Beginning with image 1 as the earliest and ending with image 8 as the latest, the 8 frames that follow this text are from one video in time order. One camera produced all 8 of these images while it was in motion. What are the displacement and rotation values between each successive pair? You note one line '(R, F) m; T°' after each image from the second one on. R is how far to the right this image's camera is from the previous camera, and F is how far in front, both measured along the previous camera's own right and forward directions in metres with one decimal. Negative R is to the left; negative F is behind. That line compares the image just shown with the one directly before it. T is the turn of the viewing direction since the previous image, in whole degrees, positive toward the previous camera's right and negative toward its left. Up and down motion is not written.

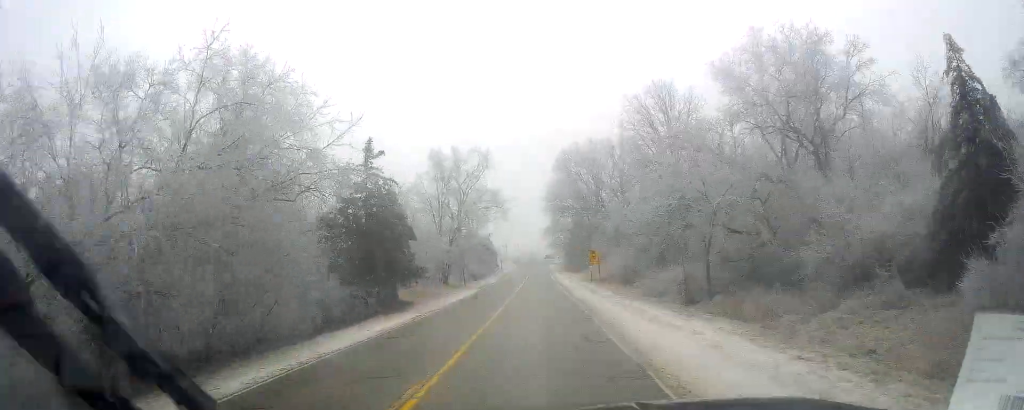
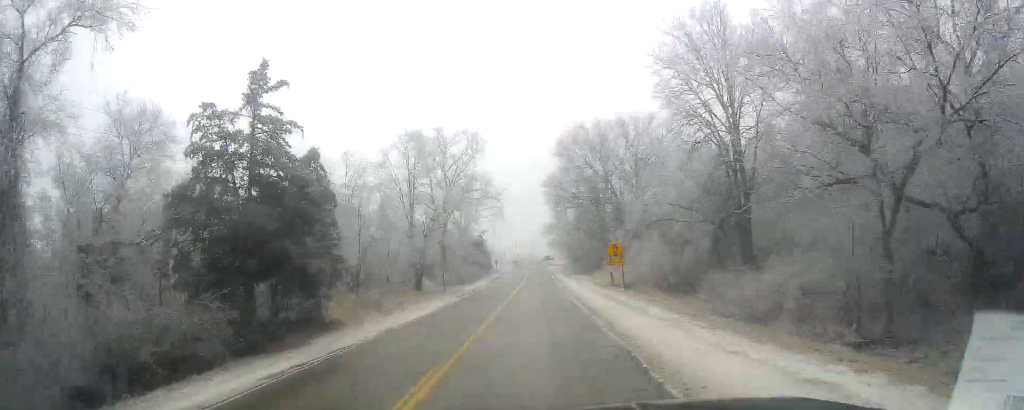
(0.0, +14.5) m; 0°
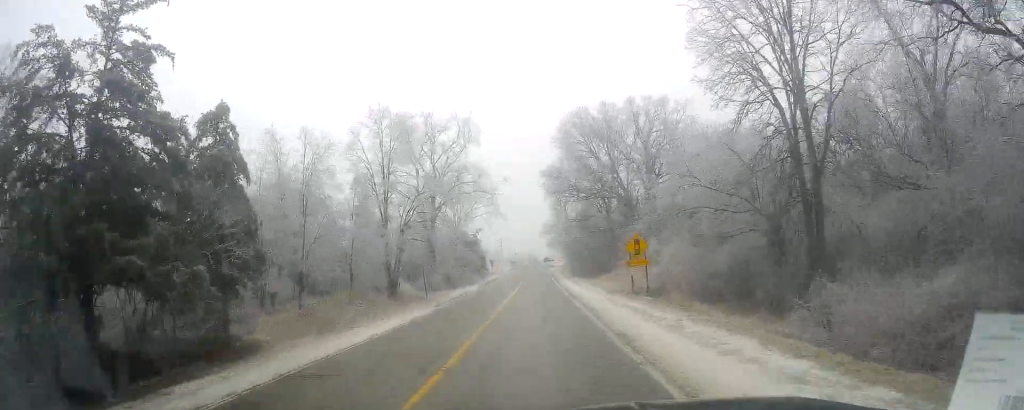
(0.0, +8.4) m; 0°
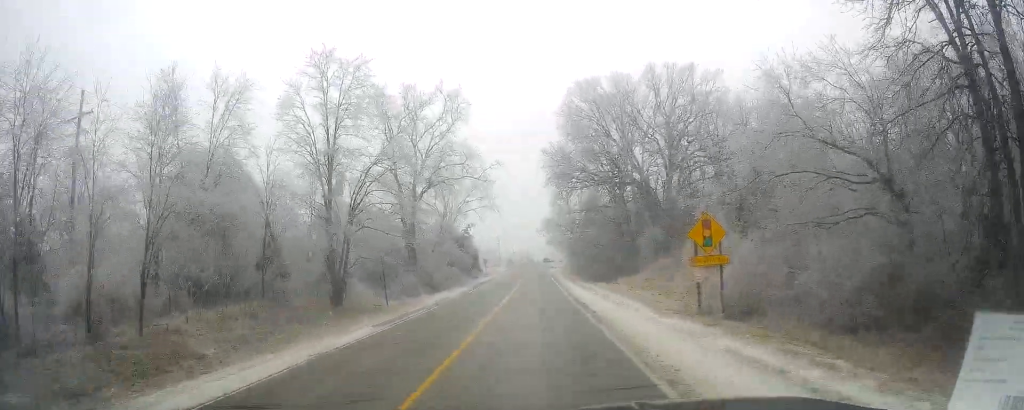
(0.0, +12.0) m; -1°
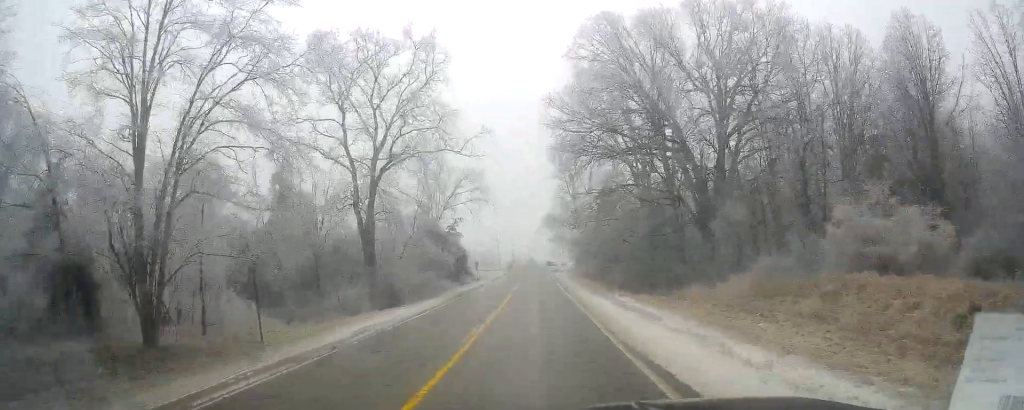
(-0.3, +17.0) m; +1°
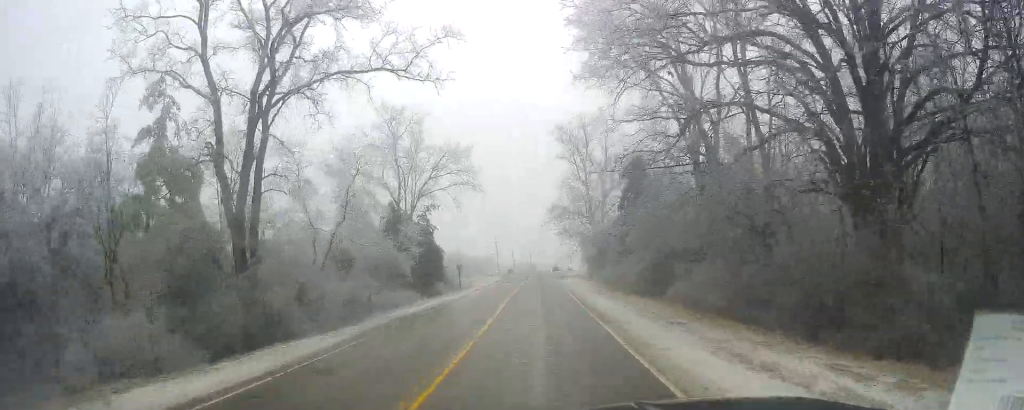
(+0.6, +21.1) m; 0°
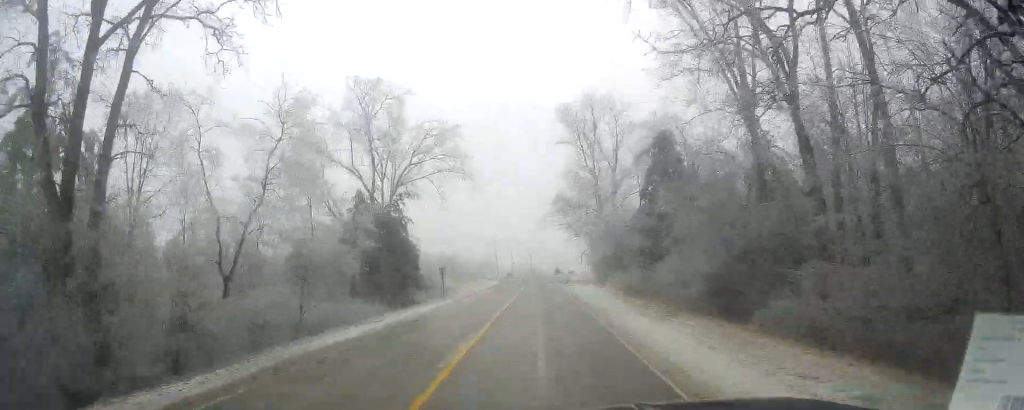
(-0.5, +11.7) m; -1°
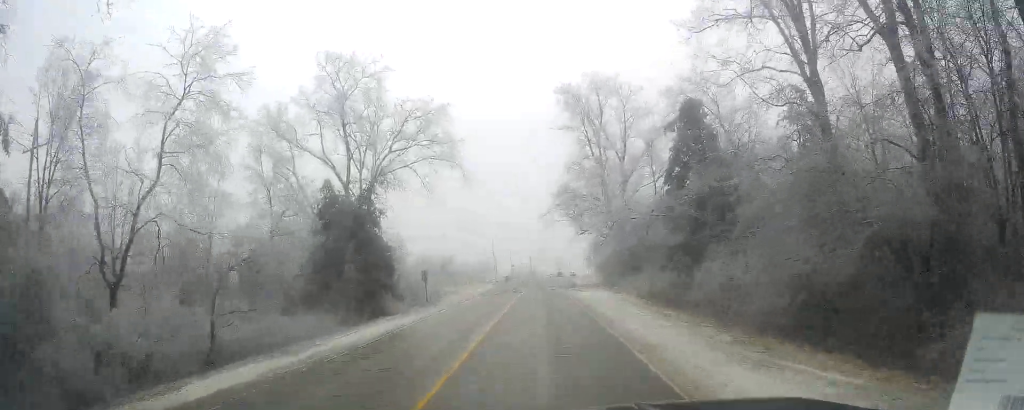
(-0.2, +8.2) m; -1°
